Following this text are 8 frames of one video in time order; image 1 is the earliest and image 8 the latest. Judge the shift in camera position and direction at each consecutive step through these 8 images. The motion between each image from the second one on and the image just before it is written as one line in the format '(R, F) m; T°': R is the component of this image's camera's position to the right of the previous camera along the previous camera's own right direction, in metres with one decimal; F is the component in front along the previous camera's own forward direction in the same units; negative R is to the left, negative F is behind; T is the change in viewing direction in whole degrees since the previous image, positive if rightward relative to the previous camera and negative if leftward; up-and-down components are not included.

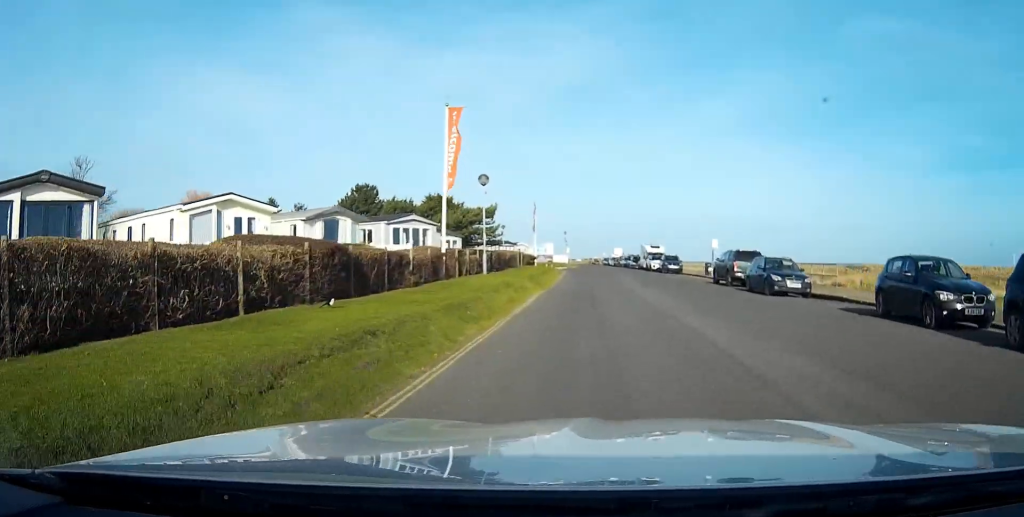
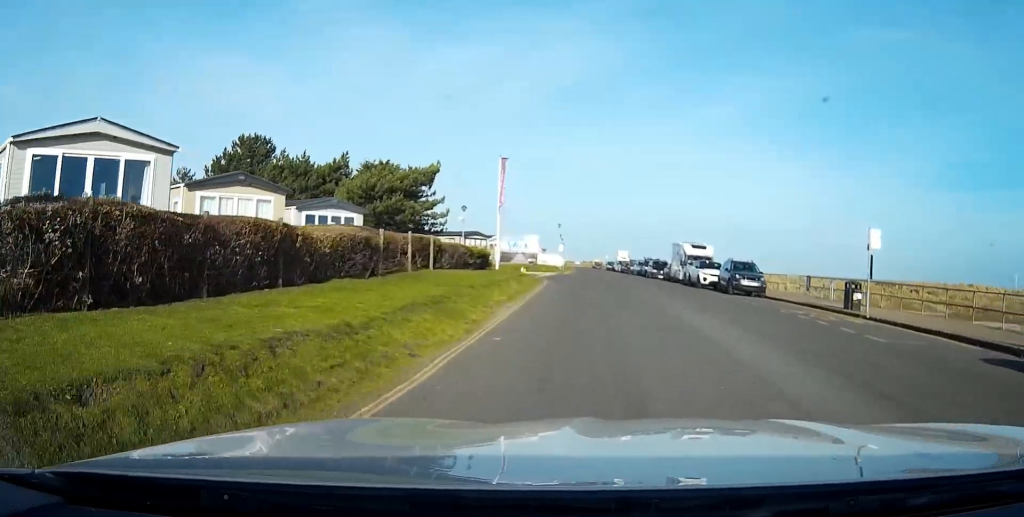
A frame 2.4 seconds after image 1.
(+0.1, +32.4) m; 0°
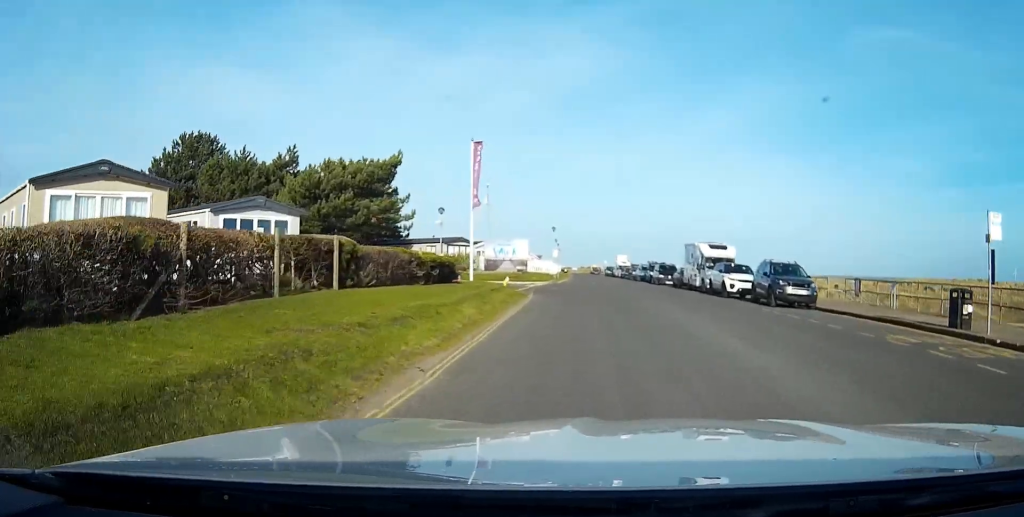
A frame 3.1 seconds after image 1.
(0.0, +8.7) m; 0°
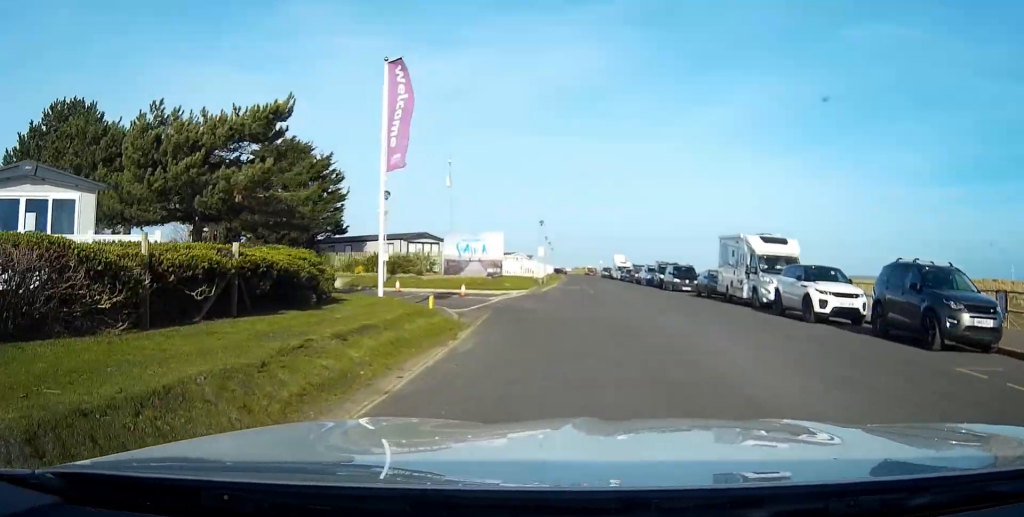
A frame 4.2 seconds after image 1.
(0.0, +14.2) m; 0°
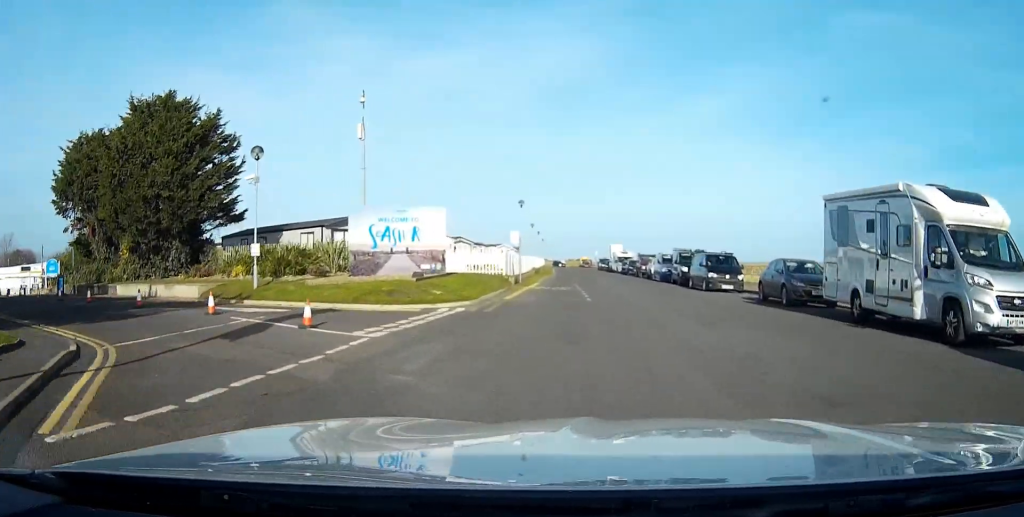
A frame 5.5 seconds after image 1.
(+0.1, +16.2) m; 0°
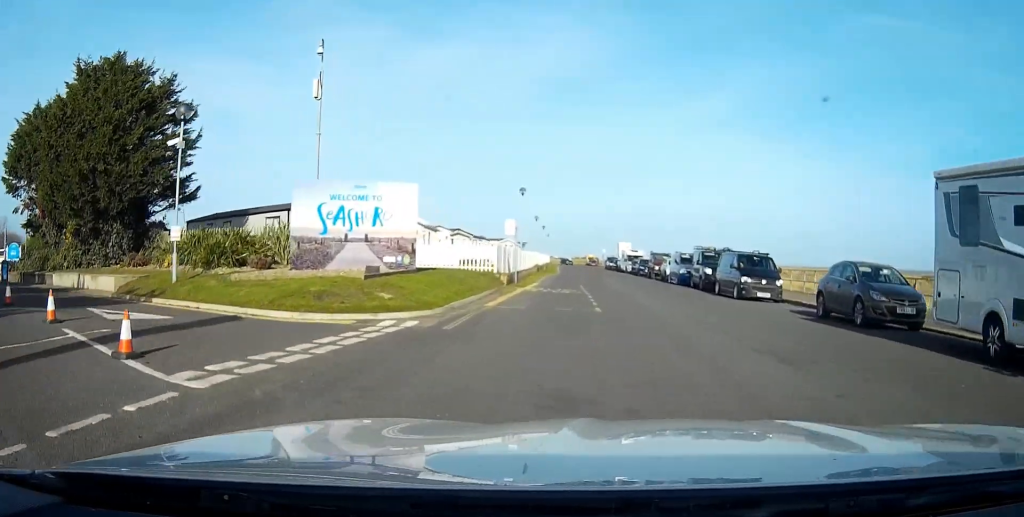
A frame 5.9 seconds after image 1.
(0.0, +6.0) m; 0°
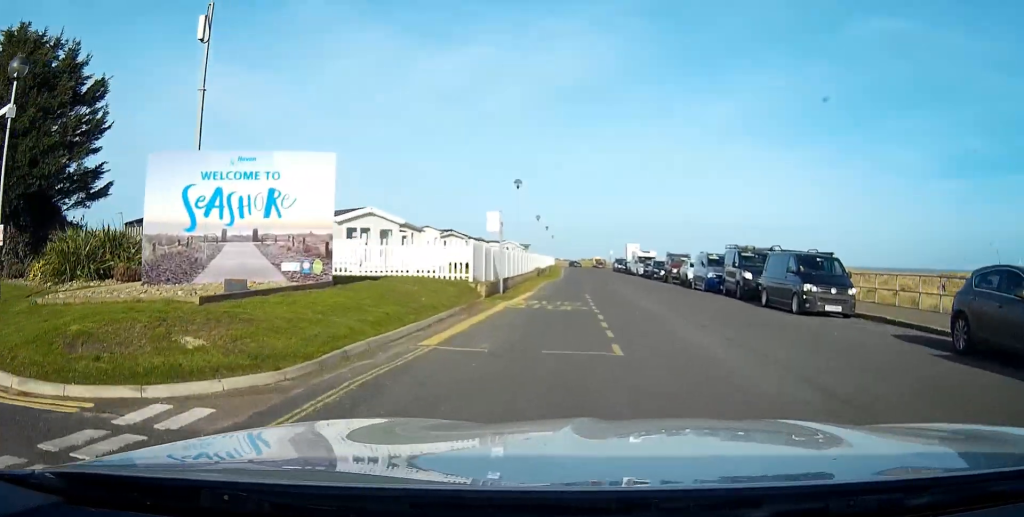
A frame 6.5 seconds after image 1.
(0.0, +7.7) m; -1°
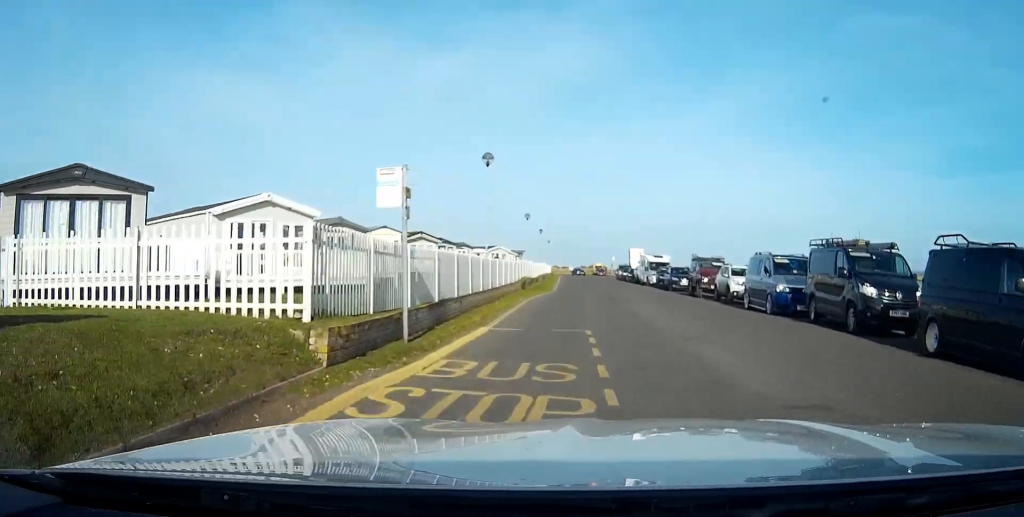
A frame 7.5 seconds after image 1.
(-0.1, +12.8) m; 0°
